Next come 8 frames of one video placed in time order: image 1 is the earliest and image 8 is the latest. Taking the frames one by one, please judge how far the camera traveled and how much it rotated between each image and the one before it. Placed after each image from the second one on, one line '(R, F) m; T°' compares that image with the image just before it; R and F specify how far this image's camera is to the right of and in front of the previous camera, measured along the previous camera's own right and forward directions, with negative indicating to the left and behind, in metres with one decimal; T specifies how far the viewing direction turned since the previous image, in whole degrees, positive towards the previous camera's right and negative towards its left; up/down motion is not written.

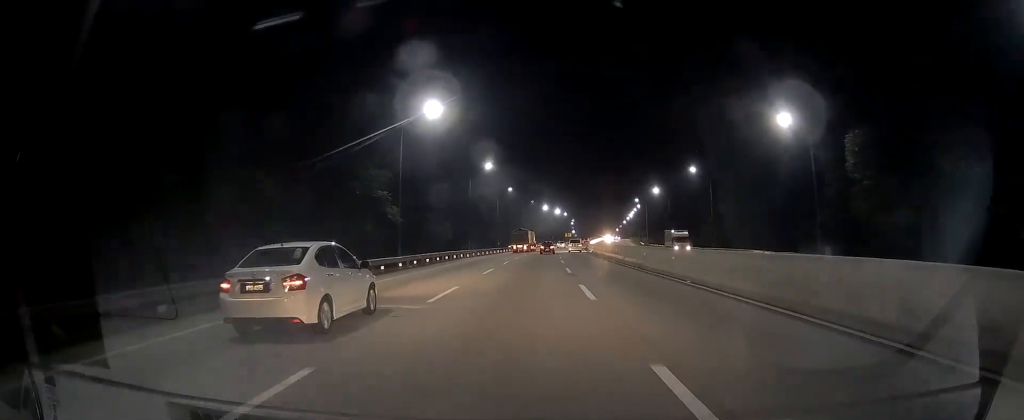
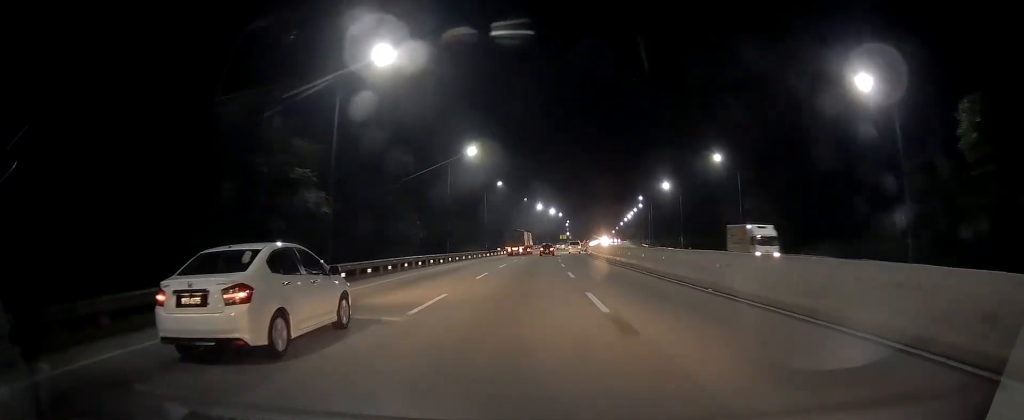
(+0.6, +14.5) m; 0°
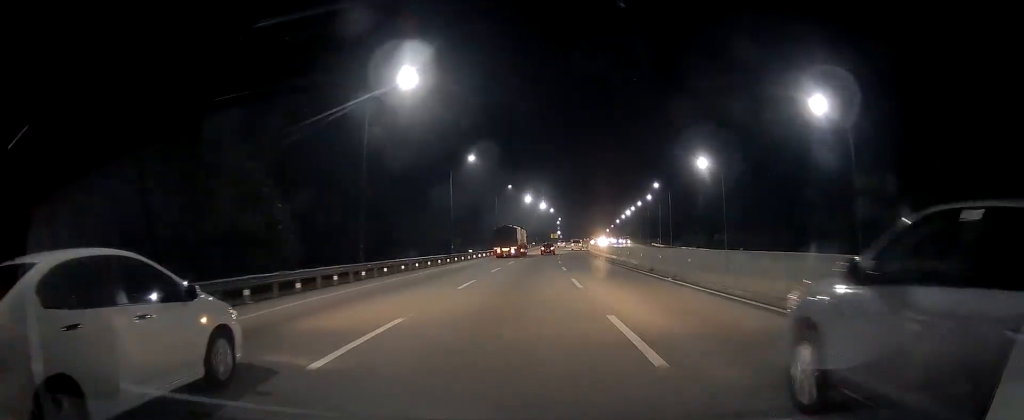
(-0.4, +29.3) m; +1°
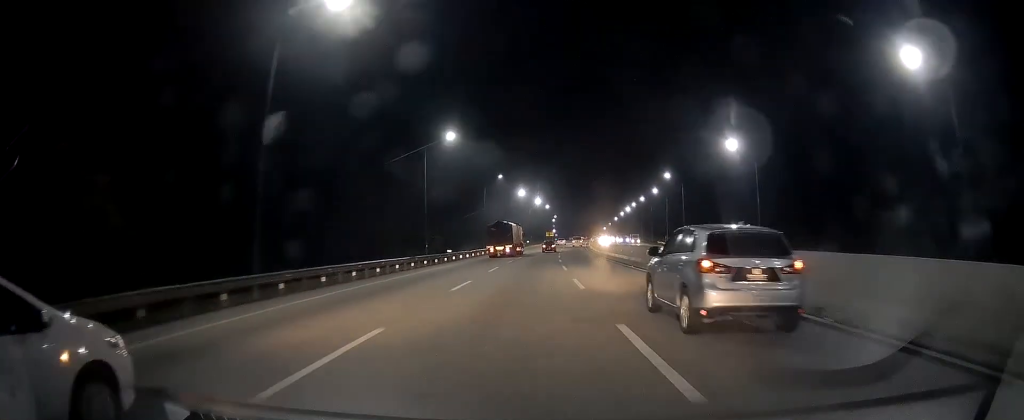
(+0.3, +13.5) m; +1°
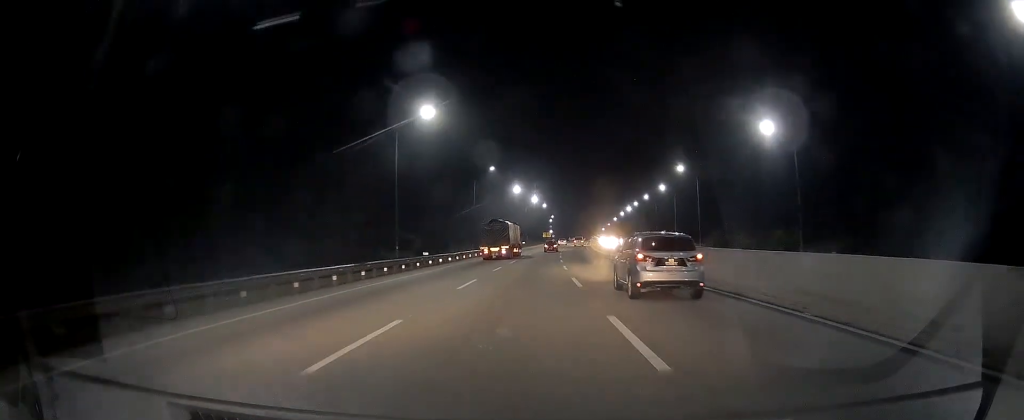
(0.0, +10.9) m; 0°
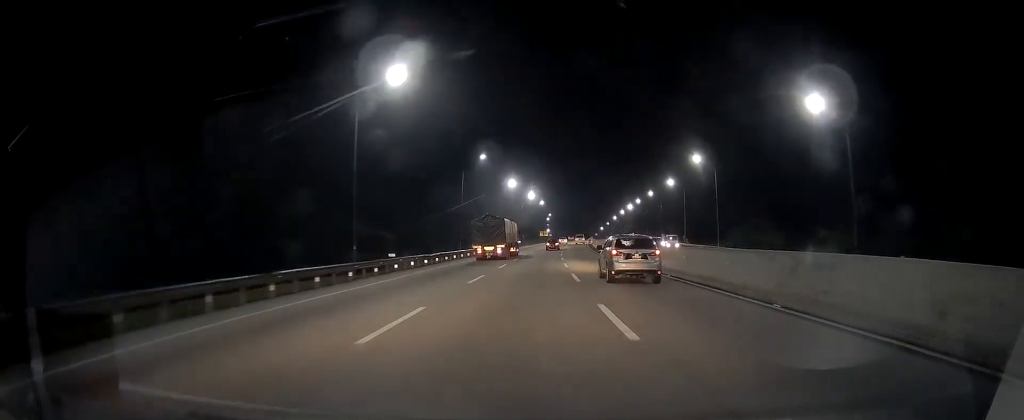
(0.0, +10.2) m; 0°
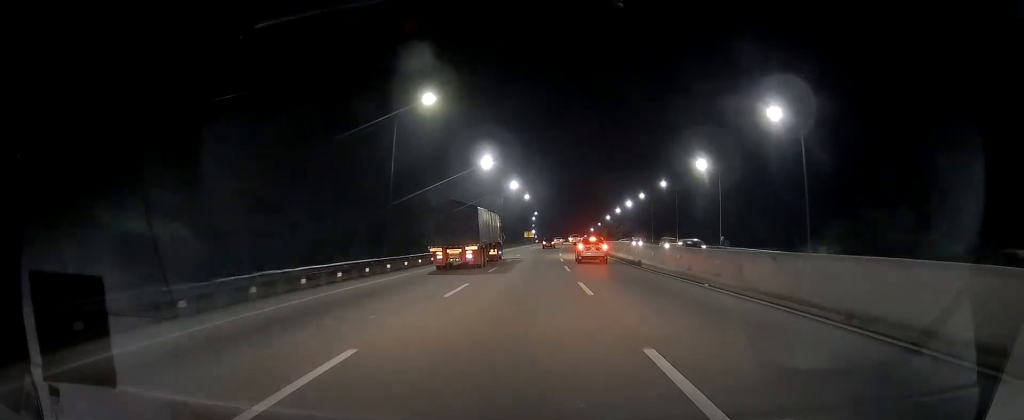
(0.0, +29.6) m; +3°
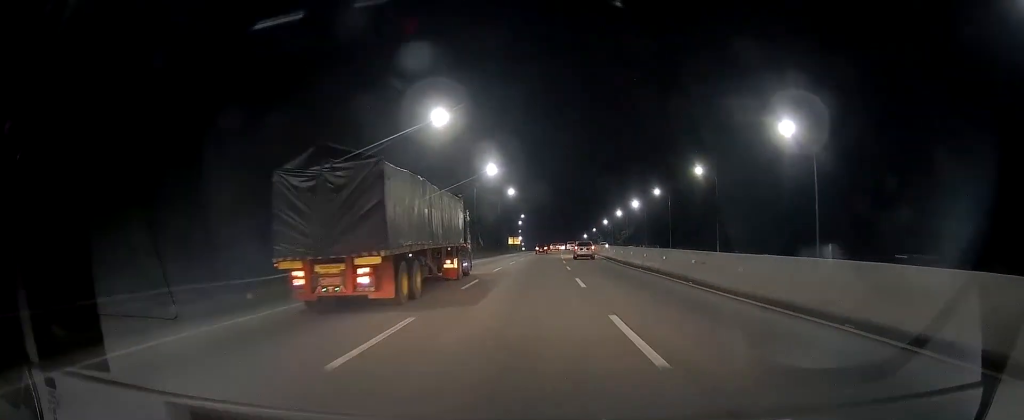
(+0.4, +32.8) m; 0°
